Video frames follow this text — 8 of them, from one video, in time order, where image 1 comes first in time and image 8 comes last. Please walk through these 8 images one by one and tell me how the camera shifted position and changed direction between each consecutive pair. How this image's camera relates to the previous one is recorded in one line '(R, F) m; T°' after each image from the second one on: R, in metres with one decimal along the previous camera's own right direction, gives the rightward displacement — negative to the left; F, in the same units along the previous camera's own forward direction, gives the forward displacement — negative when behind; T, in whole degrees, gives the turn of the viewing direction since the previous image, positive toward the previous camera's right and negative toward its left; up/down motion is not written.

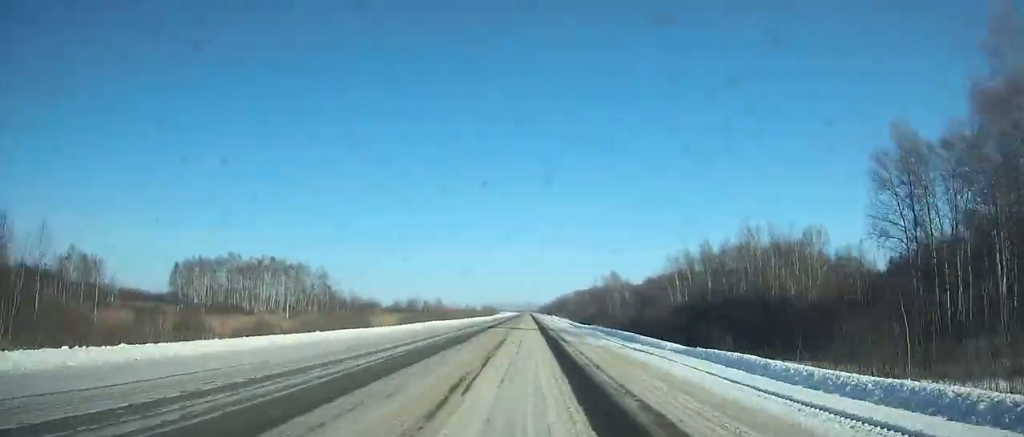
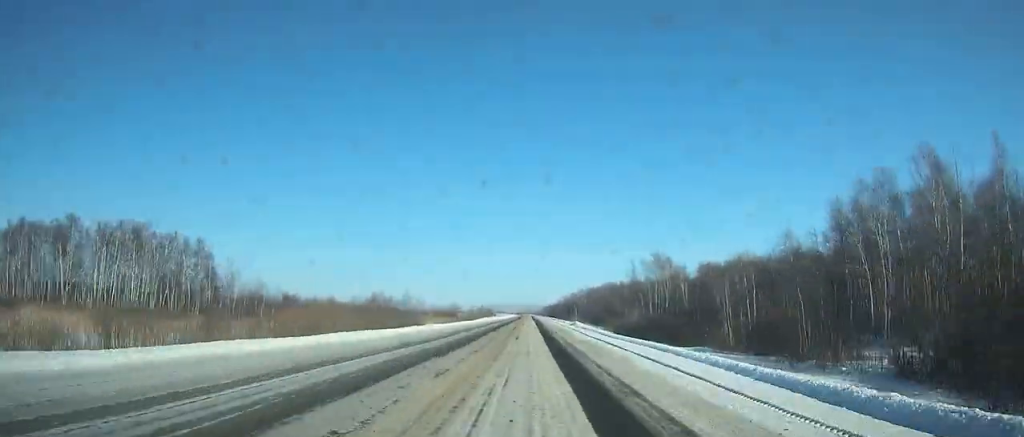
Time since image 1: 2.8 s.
(0.0, +65.1) m; 0°
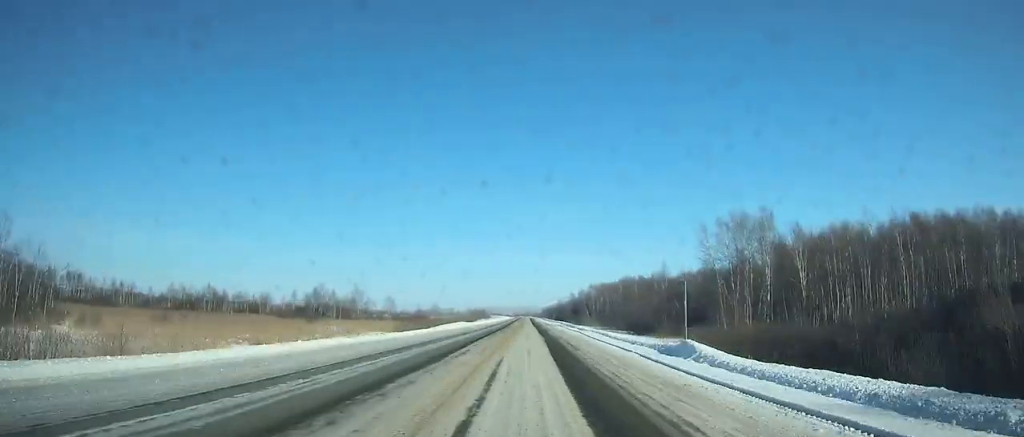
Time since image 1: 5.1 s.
(-0.1, +53.4) m; 0°
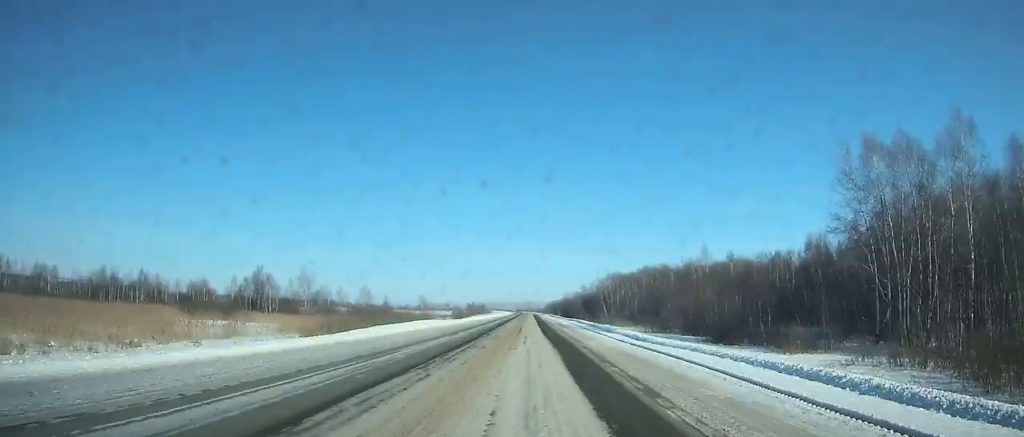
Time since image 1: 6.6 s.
(0.0, +34.8) m; 0°
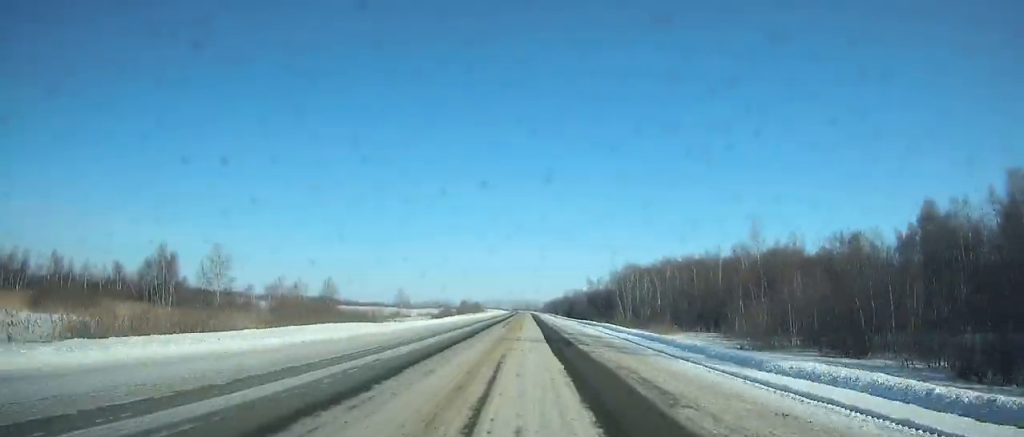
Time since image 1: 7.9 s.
(0.0, +30.2) m; 0°
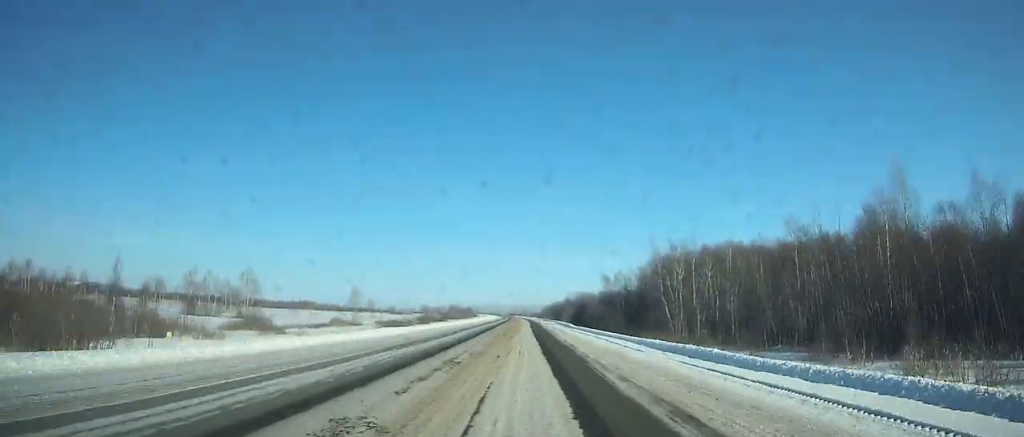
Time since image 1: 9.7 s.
(0.0, +41.9) m; 0°
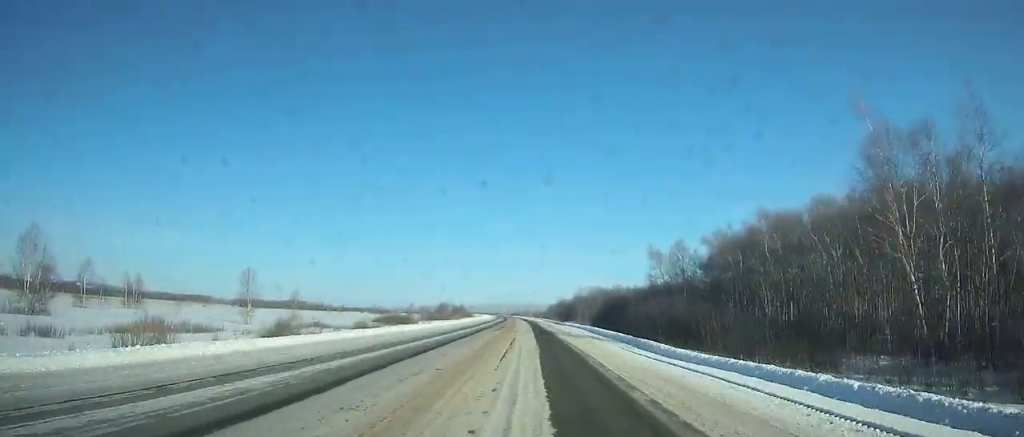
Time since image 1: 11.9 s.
(+0.1, +51.8) m; 0°
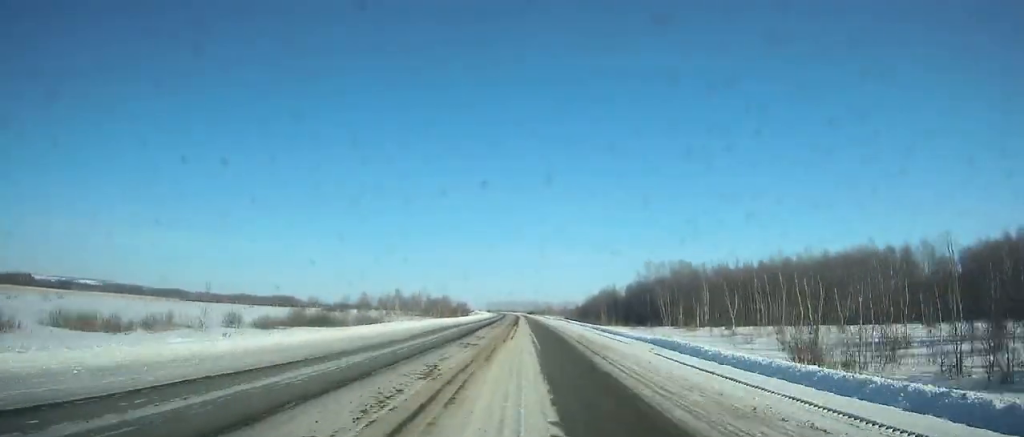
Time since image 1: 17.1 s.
(-2.1, +124.6) m; -2°
